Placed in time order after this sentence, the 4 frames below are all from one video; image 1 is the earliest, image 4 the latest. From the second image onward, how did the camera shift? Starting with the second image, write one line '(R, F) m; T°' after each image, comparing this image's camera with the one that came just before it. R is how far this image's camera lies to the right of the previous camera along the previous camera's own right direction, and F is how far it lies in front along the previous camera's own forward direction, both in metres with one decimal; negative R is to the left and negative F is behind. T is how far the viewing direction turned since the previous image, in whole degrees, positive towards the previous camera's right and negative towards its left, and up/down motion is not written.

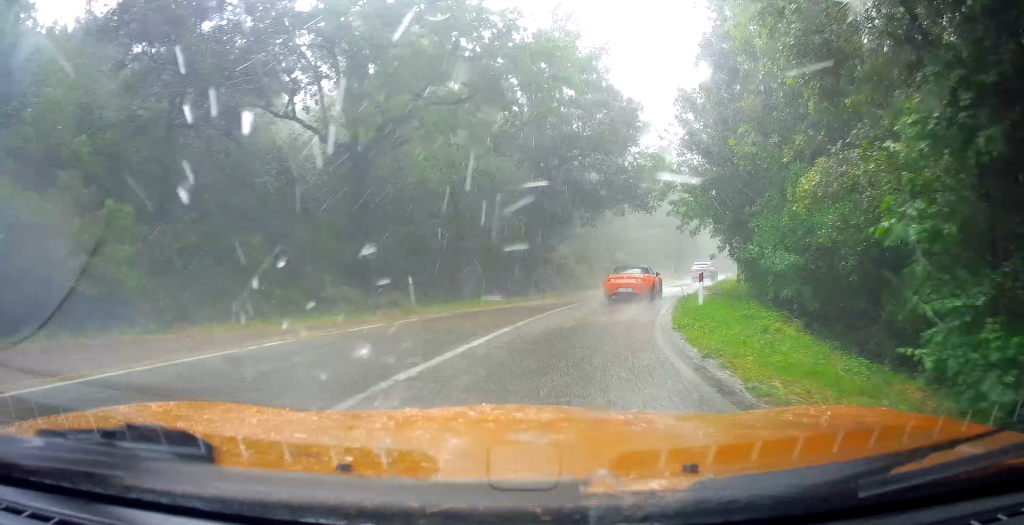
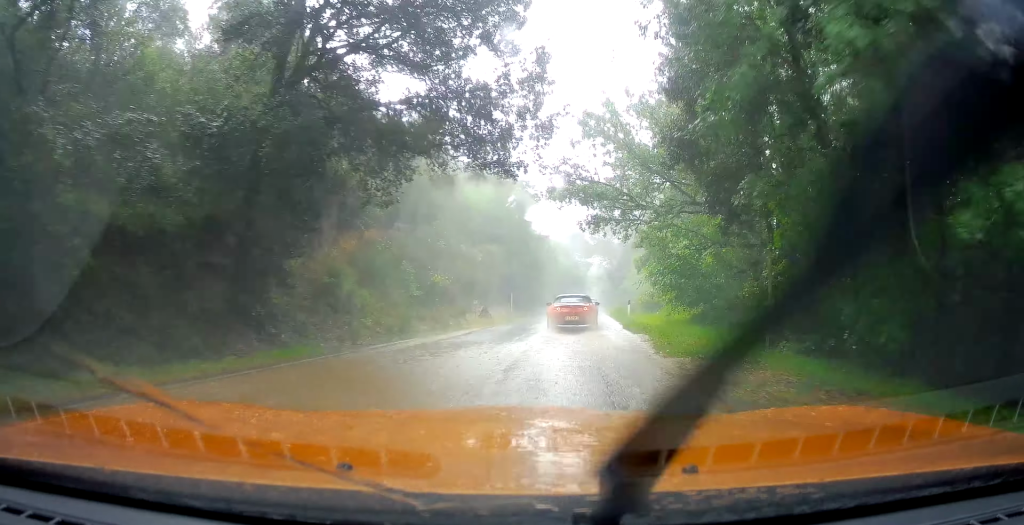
(+6.0, +16.0) m; +23°
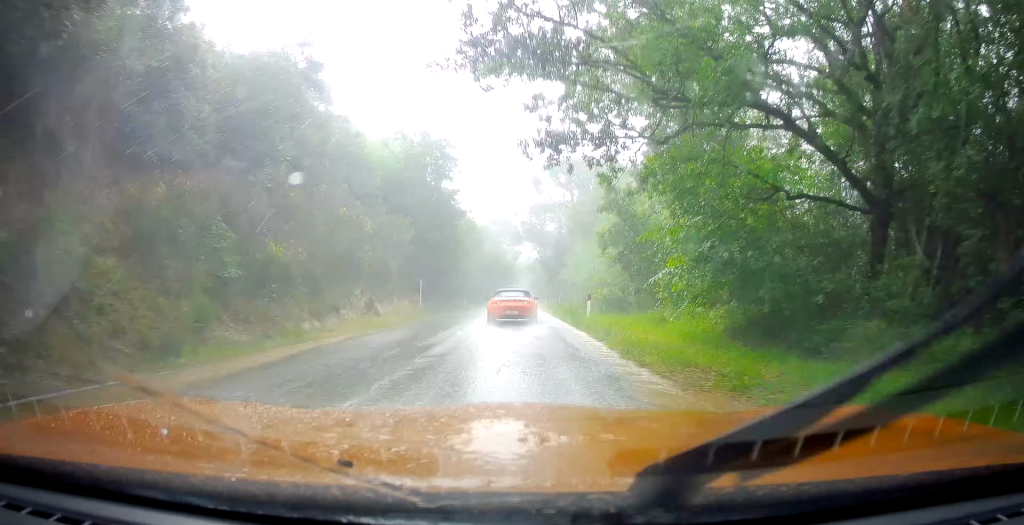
(+0.1, +10.6) m; +1°
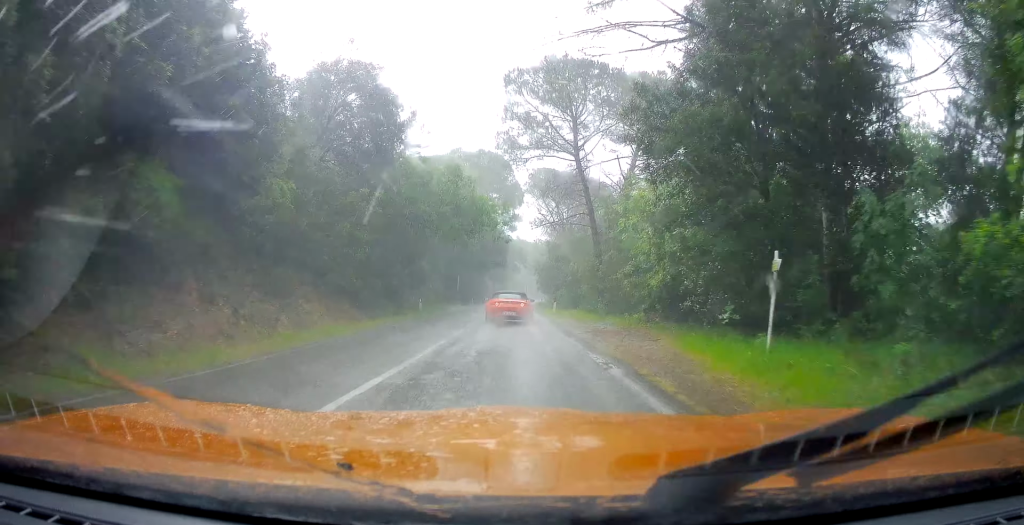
(+4.3, +51.9) m; +6°
